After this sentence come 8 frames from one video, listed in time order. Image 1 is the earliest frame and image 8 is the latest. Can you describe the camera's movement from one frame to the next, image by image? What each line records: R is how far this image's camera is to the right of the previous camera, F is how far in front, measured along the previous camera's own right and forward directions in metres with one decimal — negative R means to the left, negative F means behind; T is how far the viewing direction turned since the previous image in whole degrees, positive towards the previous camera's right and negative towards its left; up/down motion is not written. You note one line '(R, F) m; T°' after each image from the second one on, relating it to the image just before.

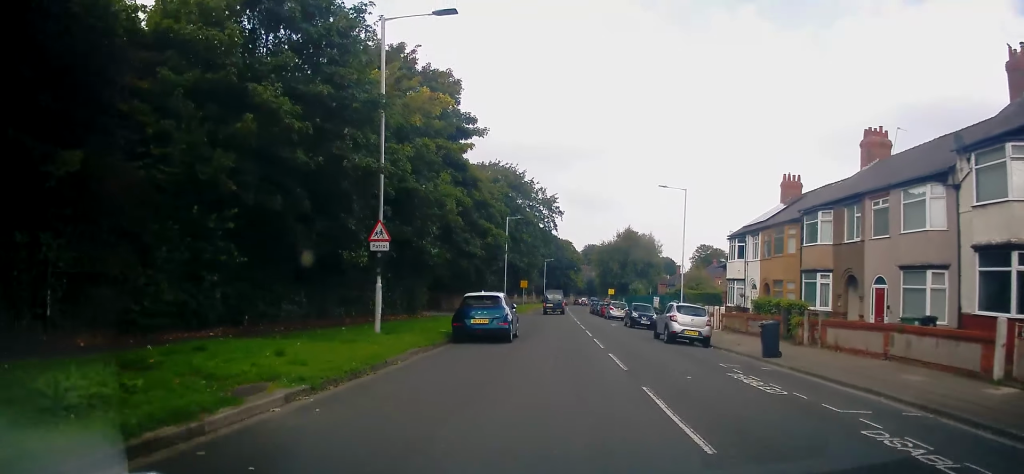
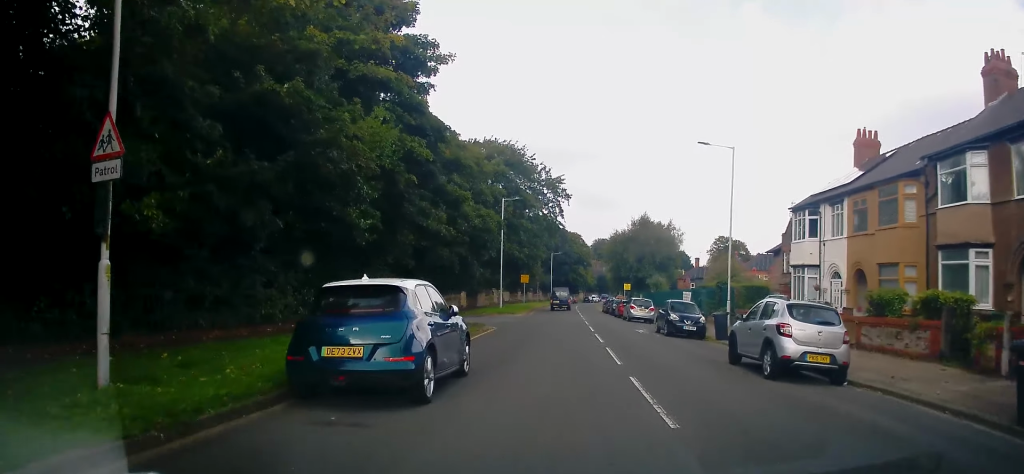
(-0.1, +11.1) m; -1°
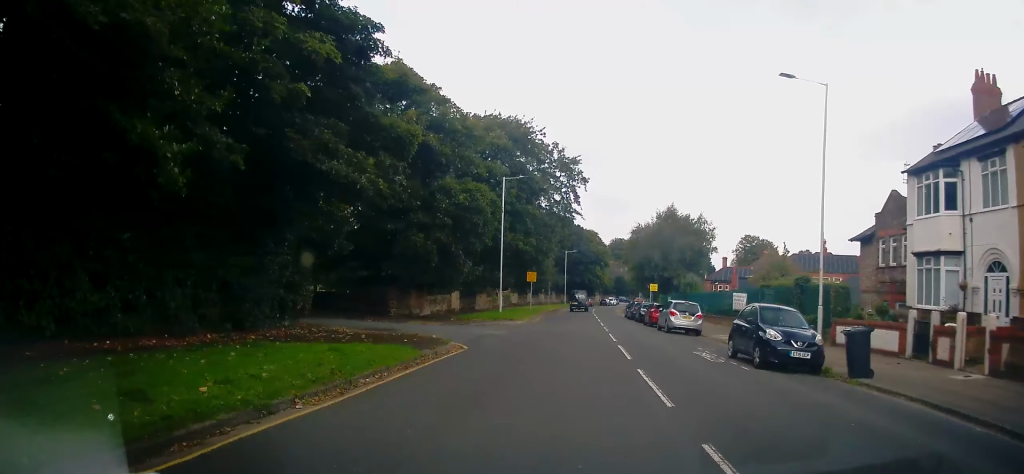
(-0.3, +10.8) m; -3°
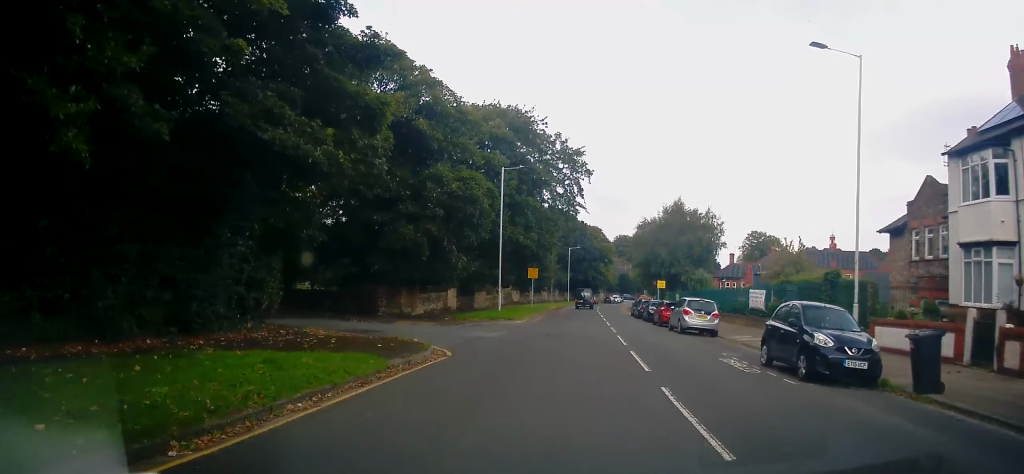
(0.0, +2.7) m; 0°
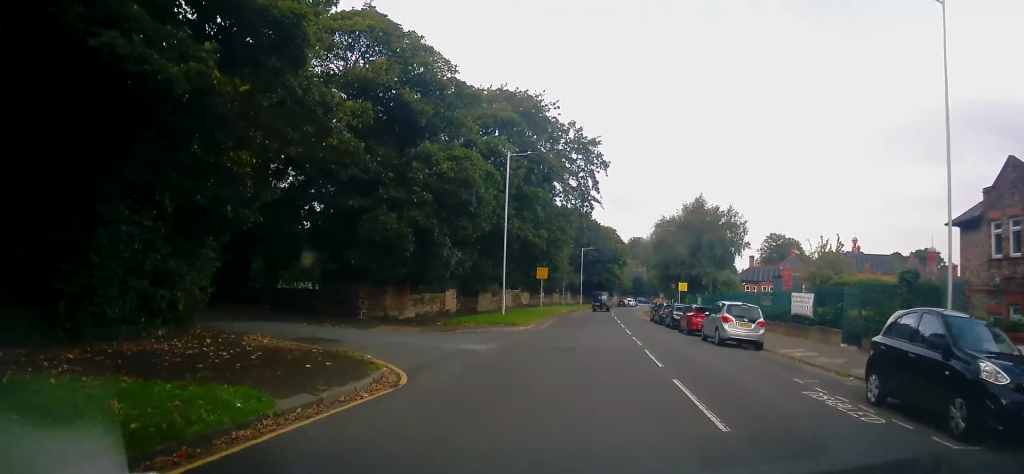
(+0.1, +5.1) m; +1°
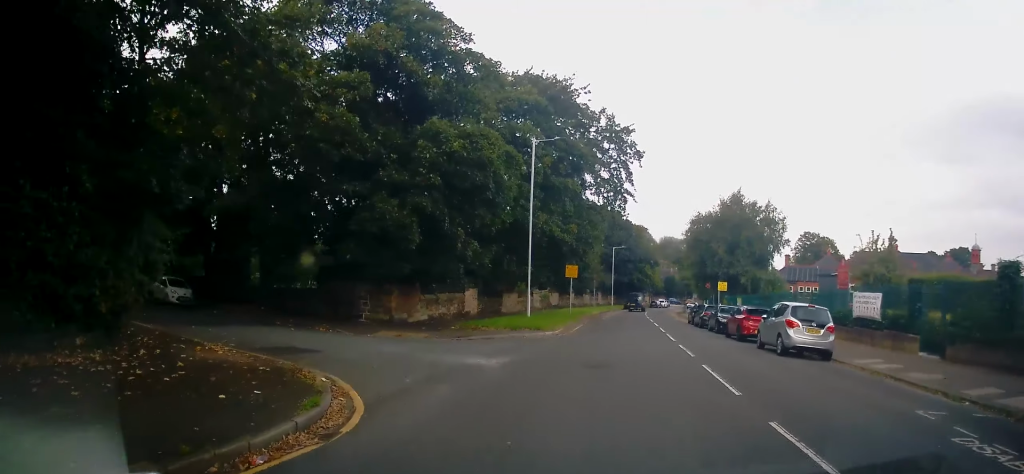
(+0.1, +3.7) m; -6°
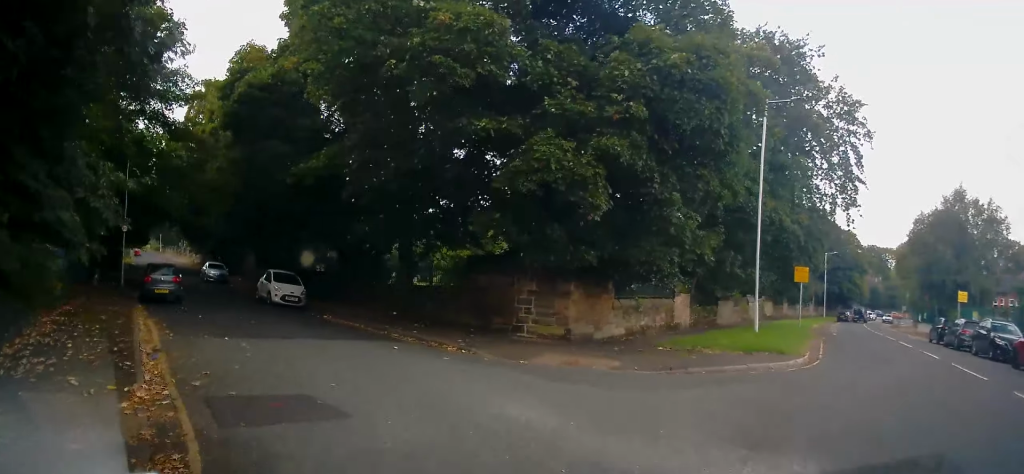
(-1.6, +8.2) m; -23°
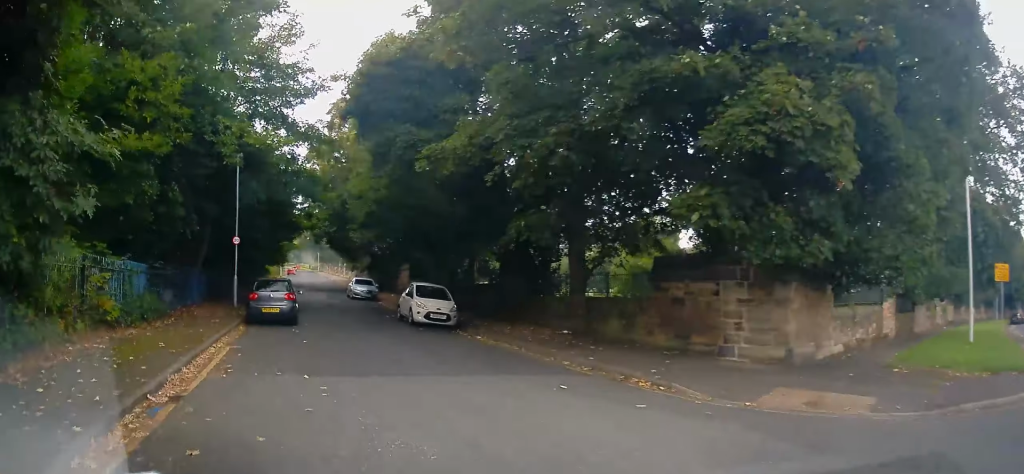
(-0.3, +4.0) m; -14°
